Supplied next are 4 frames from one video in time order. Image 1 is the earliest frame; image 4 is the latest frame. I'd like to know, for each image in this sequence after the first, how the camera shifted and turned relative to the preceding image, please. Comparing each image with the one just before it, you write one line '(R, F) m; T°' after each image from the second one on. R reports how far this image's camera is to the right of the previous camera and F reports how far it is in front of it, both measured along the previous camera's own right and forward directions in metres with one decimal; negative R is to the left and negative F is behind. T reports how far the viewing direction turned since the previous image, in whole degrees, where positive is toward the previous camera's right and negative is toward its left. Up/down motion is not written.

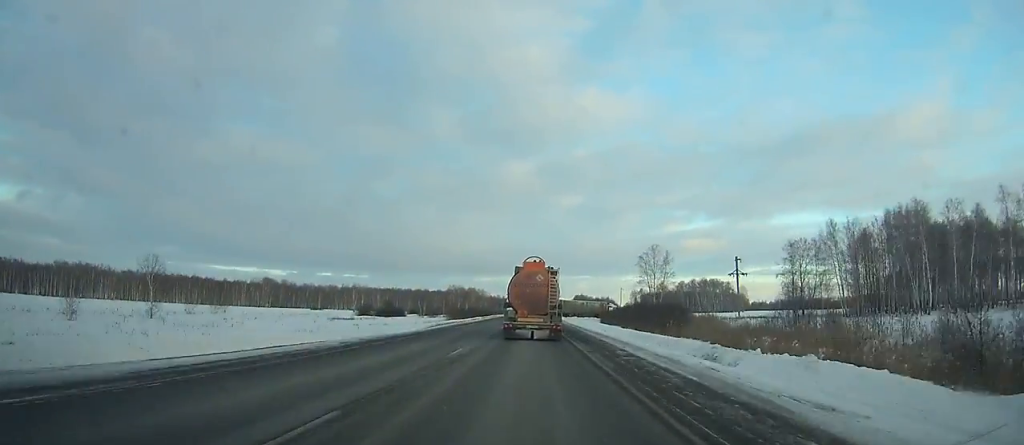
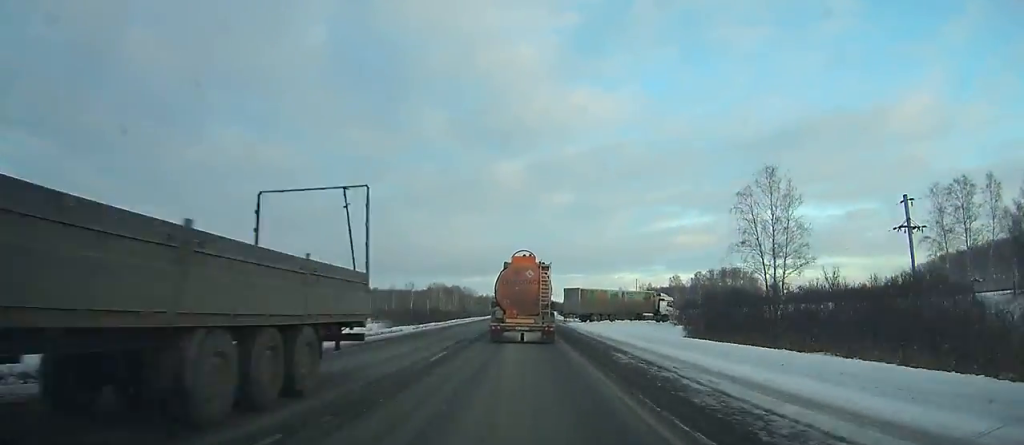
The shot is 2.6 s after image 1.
(+0.4, +60.5) m; 0°
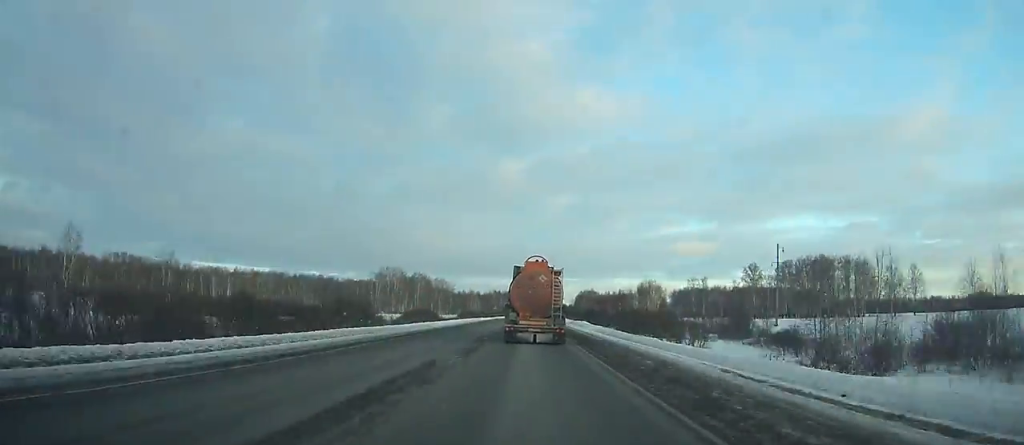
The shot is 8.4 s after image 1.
(+0.3, +135.9) m; 0°
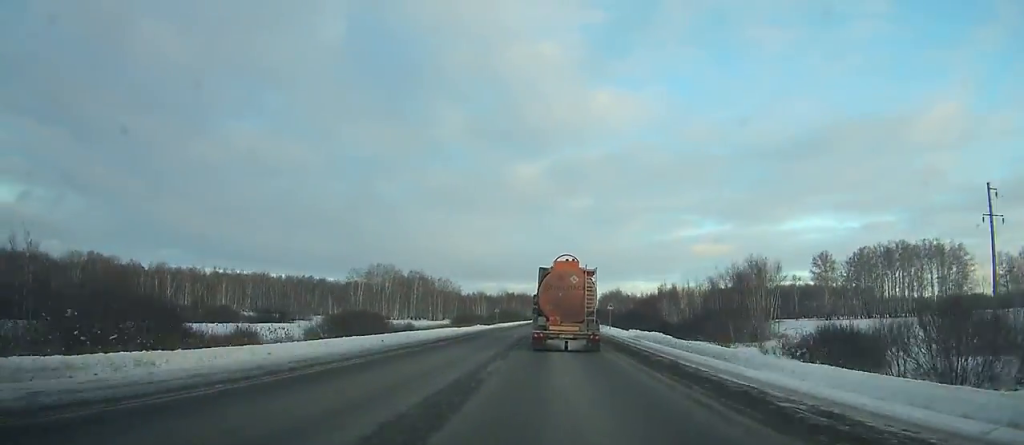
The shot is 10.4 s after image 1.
(+0.2, +49.3) m; 0°
